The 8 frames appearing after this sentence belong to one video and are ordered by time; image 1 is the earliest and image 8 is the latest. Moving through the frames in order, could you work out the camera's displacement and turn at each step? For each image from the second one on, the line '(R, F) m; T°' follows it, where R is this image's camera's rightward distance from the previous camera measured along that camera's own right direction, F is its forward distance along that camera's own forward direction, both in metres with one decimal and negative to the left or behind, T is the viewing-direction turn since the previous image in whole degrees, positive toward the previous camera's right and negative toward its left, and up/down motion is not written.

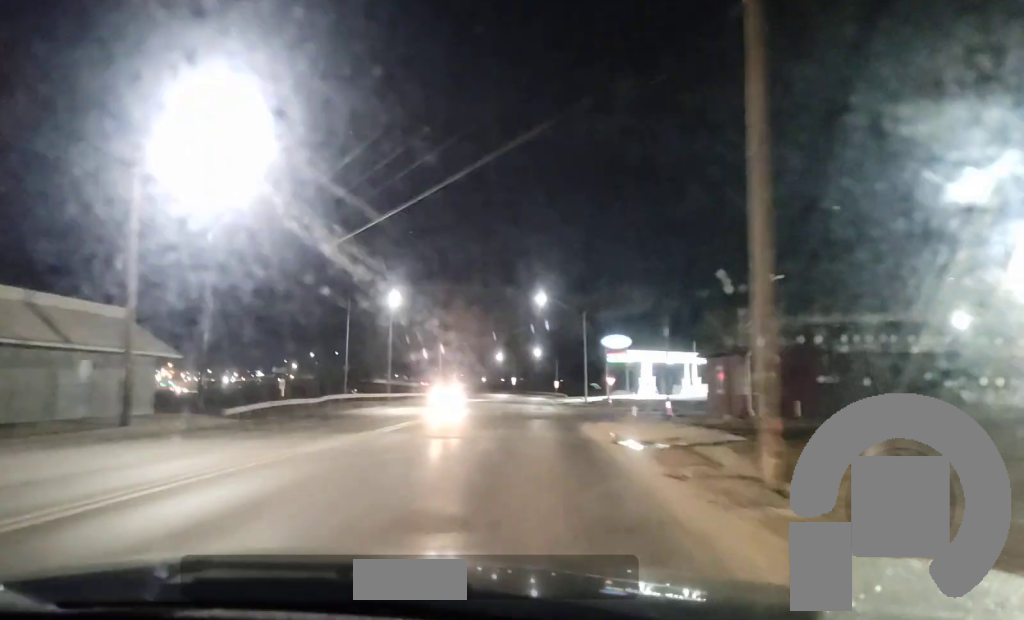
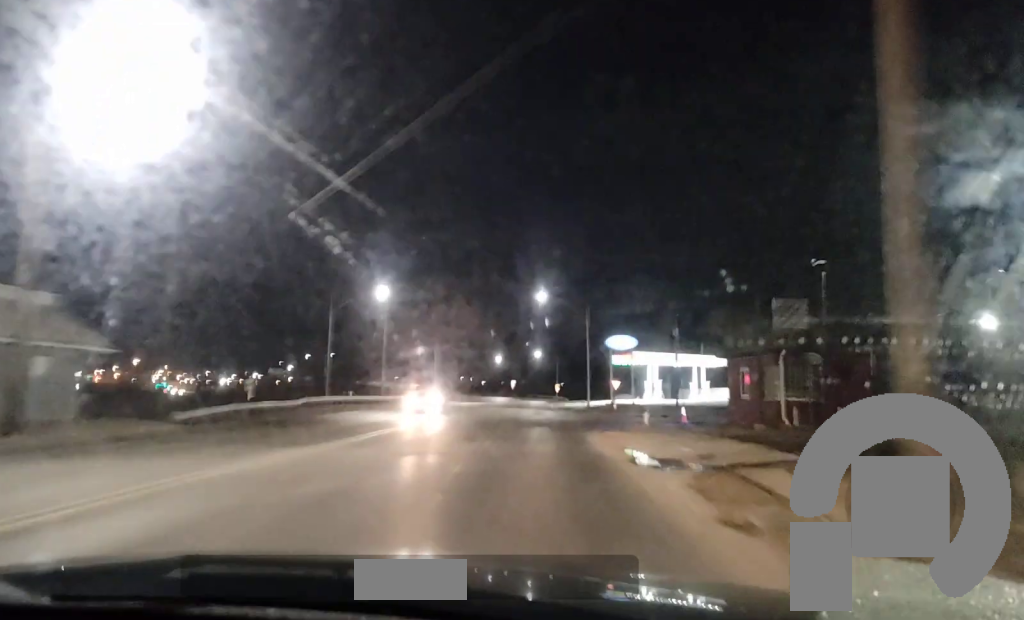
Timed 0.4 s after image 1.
(-0.3, +6.1) m; 0°
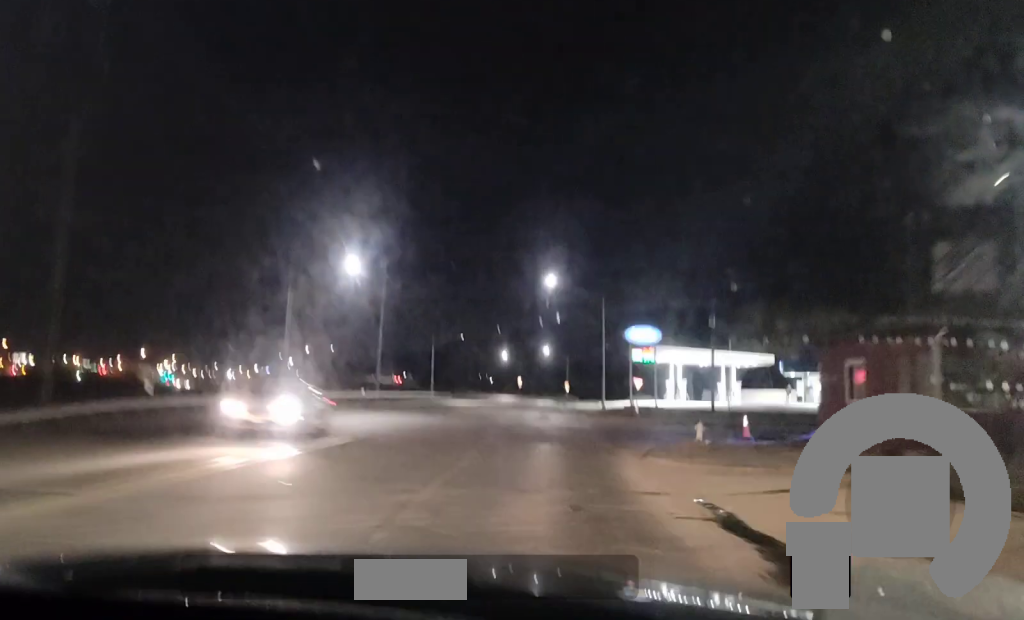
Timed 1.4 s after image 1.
(+0.2, +12.8) m; +2°
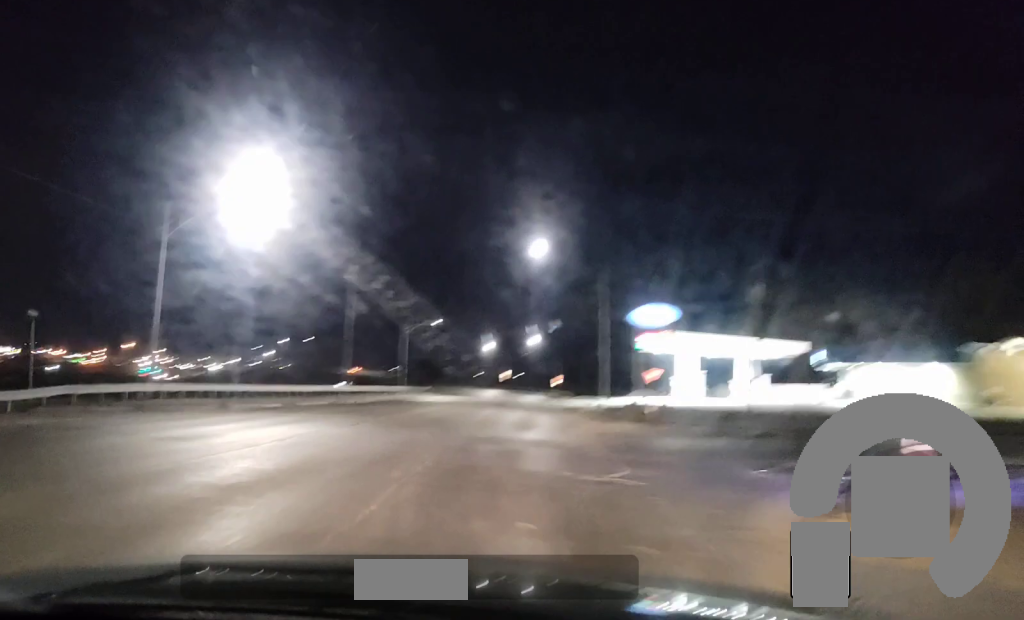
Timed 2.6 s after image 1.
(+0.5, +17.2) m; +2°
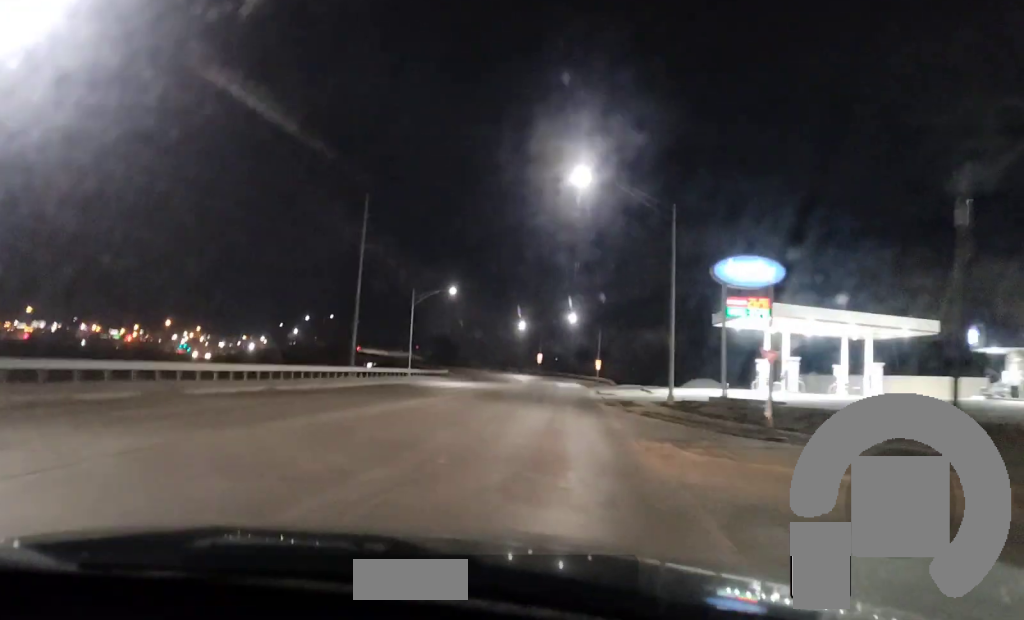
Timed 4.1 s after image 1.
(0.0, +20.1) m; -1°
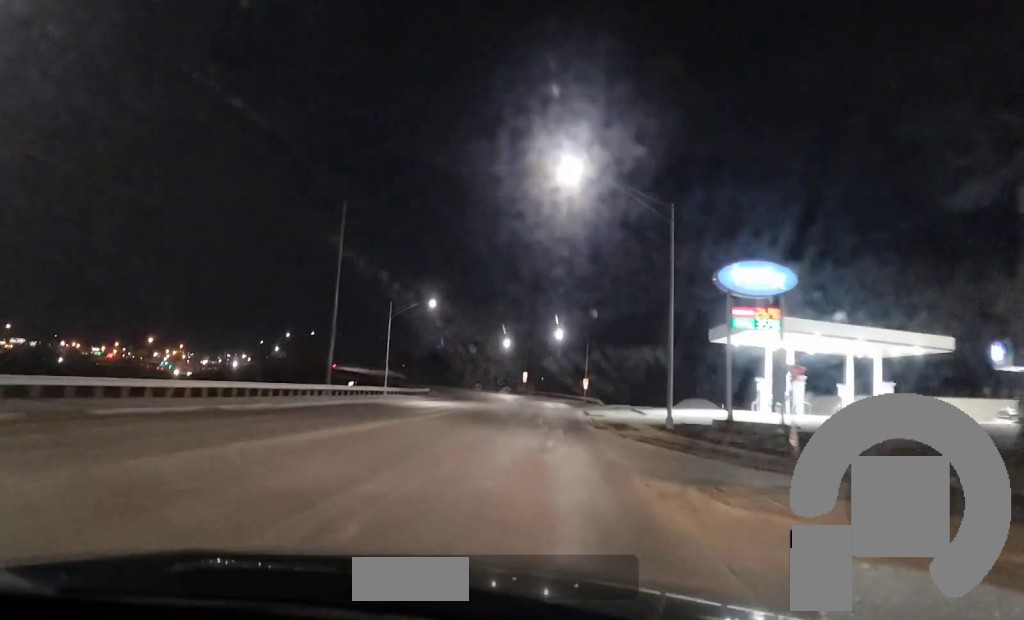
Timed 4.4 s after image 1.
(+0.1, +5.2) m; -1°
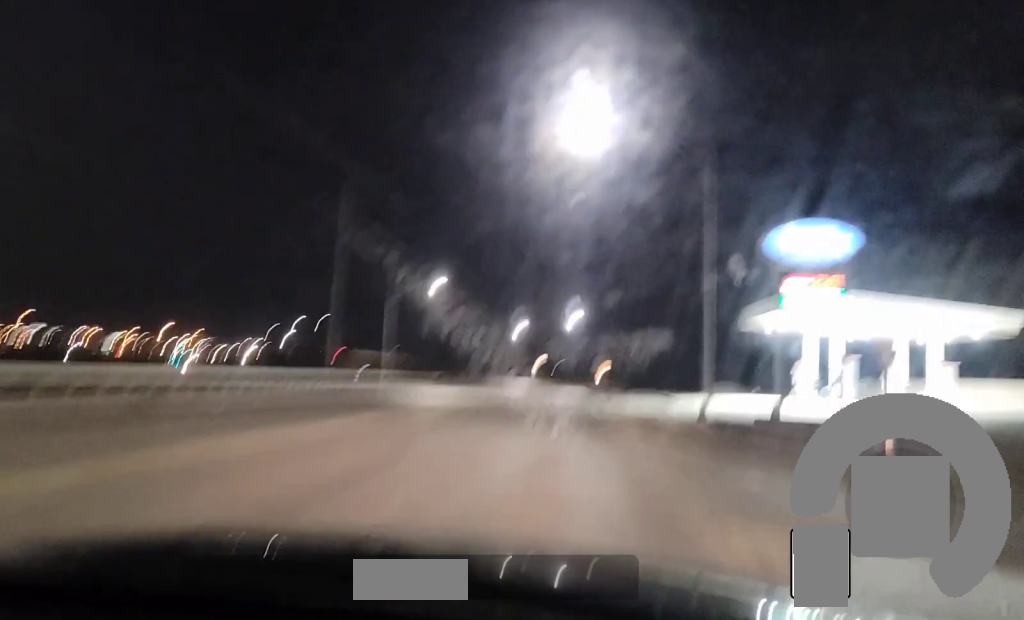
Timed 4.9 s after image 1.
(0.0, +6.7) m; -1°
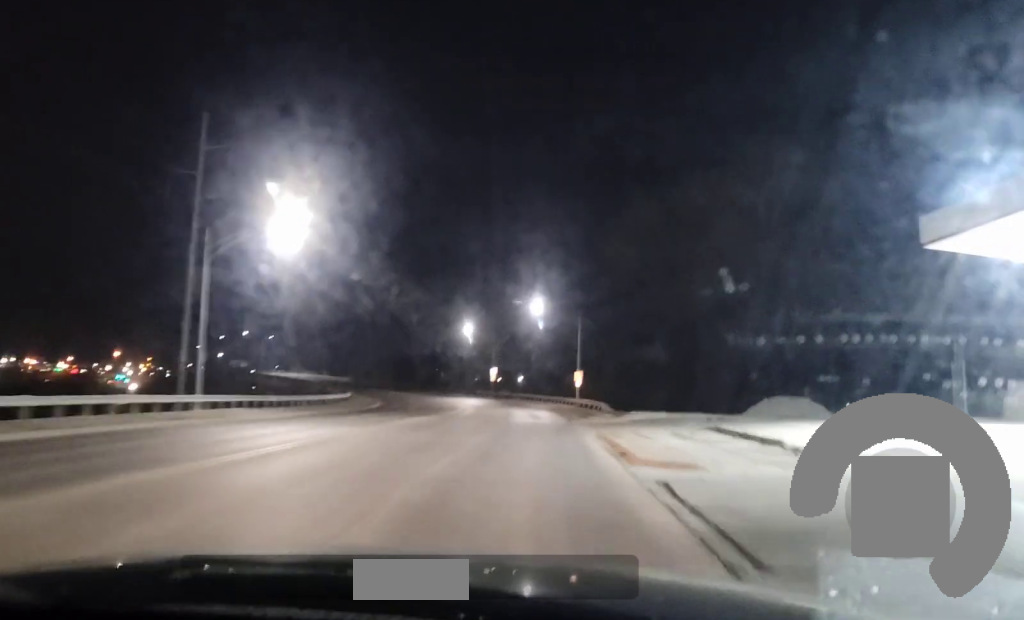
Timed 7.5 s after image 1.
(-0.8, +34.5) m; +1°
